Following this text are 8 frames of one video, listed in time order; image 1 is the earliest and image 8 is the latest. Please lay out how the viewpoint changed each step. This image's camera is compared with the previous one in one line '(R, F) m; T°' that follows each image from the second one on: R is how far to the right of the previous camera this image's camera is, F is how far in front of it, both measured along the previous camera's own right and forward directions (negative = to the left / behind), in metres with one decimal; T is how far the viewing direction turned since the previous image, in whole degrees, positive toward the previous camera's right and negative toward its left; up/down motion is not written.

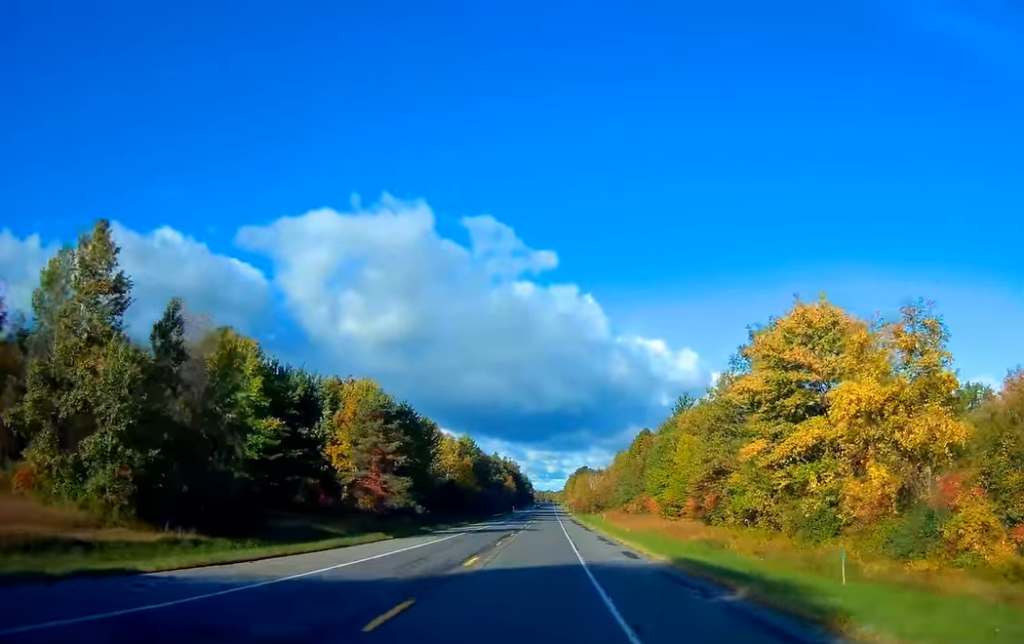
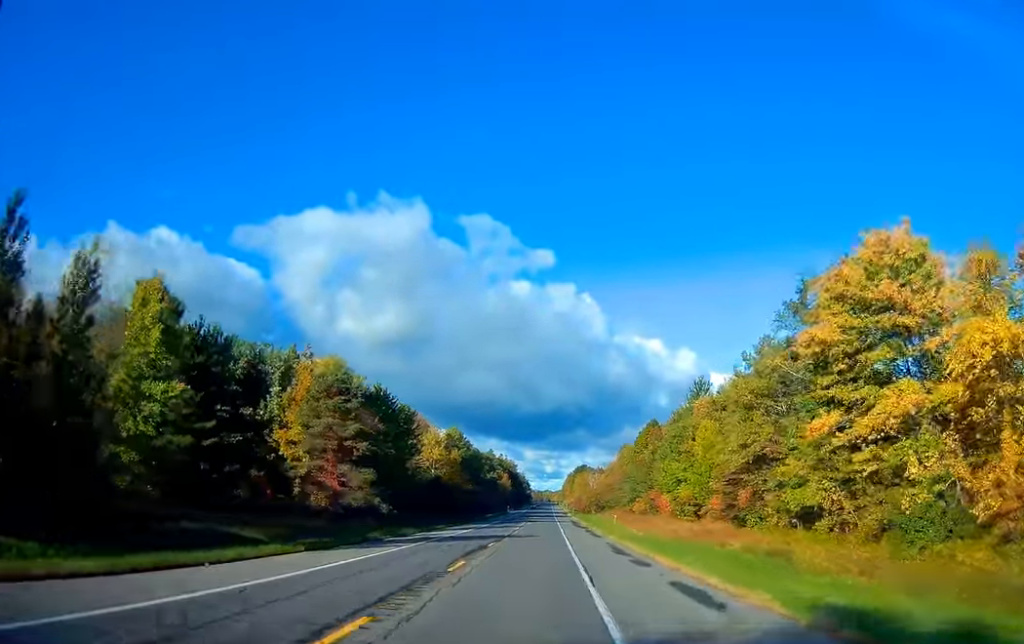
(+0.1, +14.5) m; +1°
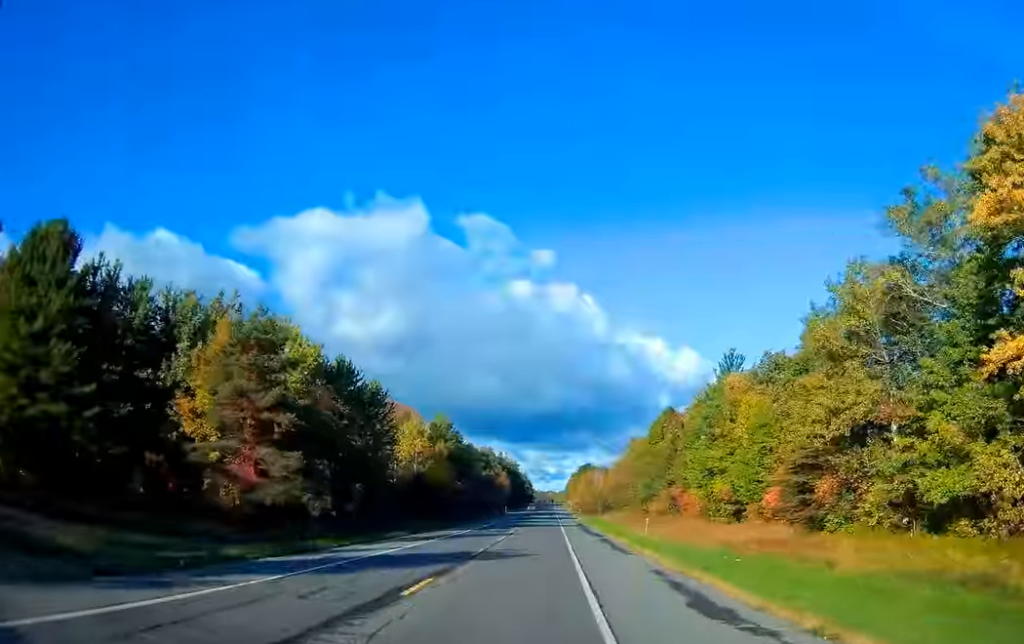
(0.0, +18.7) m; 0°
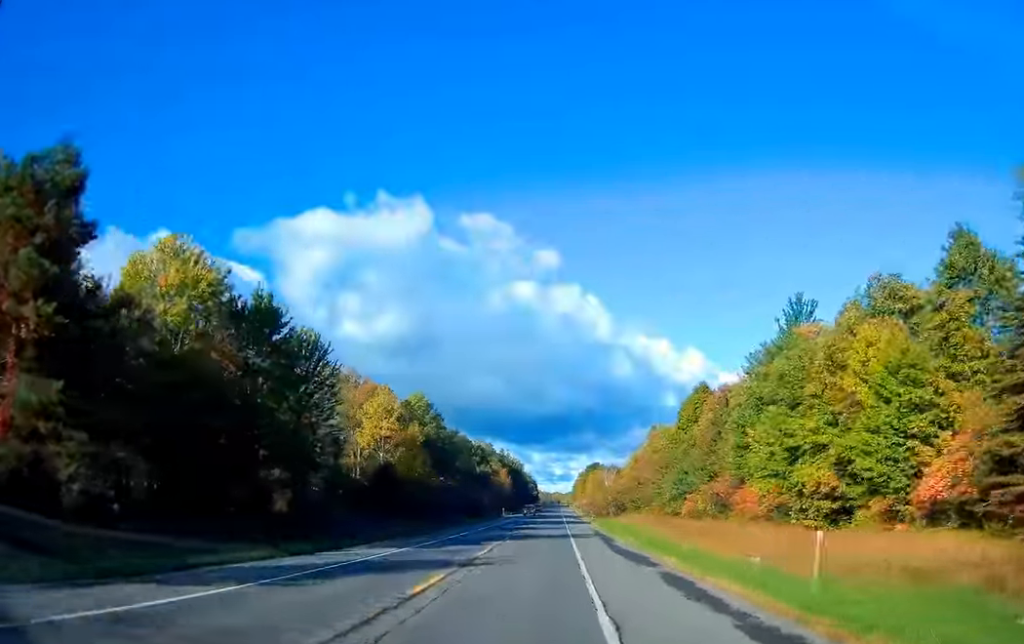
(0.0, +23.8) m; -1°
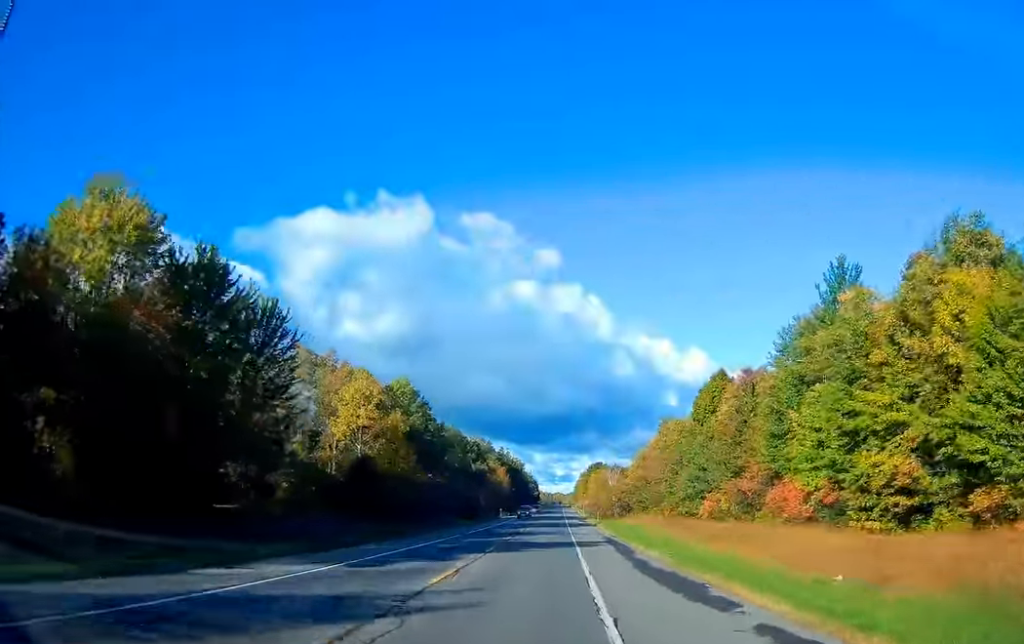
(0.0, +10.3) m; 0°
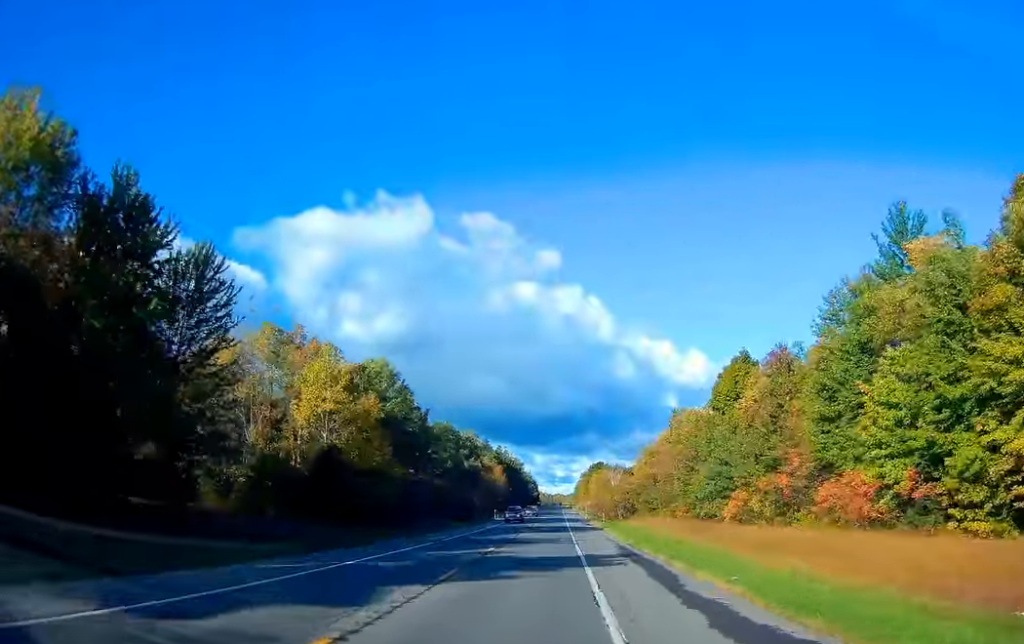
(-0.2, +11.3) m; 0°
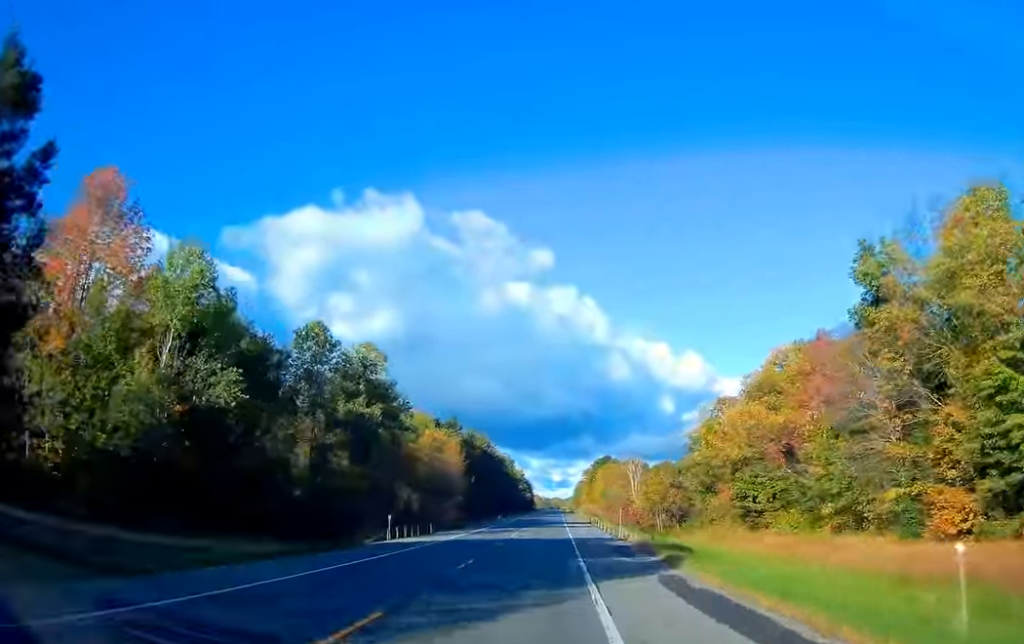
(+0.7, +69.9) m; 0°
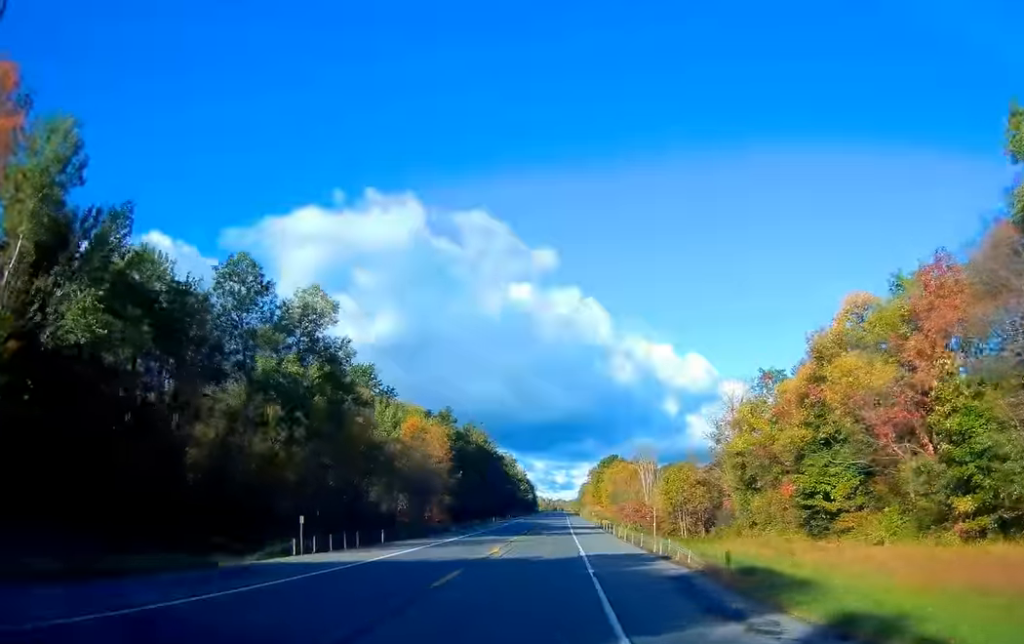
(-0.3, +16.4) m; 0°
